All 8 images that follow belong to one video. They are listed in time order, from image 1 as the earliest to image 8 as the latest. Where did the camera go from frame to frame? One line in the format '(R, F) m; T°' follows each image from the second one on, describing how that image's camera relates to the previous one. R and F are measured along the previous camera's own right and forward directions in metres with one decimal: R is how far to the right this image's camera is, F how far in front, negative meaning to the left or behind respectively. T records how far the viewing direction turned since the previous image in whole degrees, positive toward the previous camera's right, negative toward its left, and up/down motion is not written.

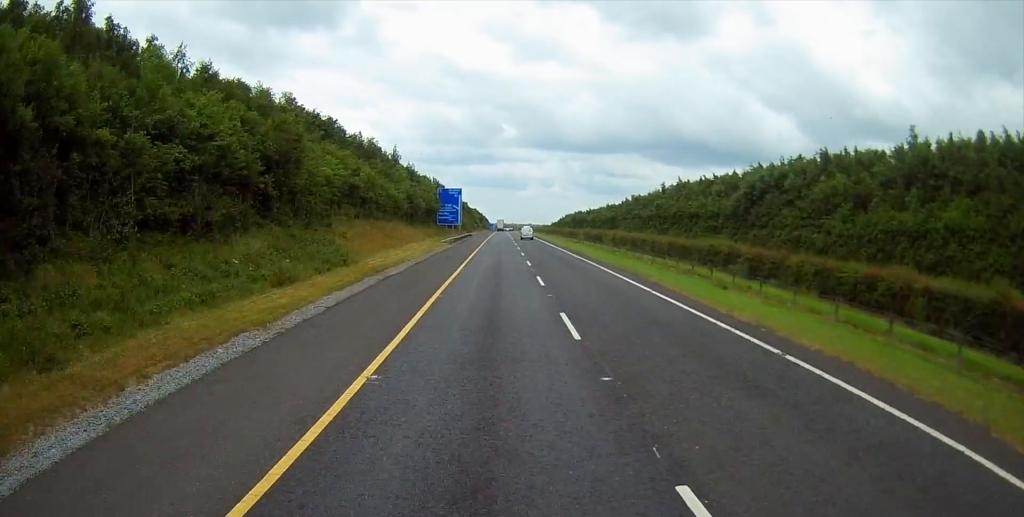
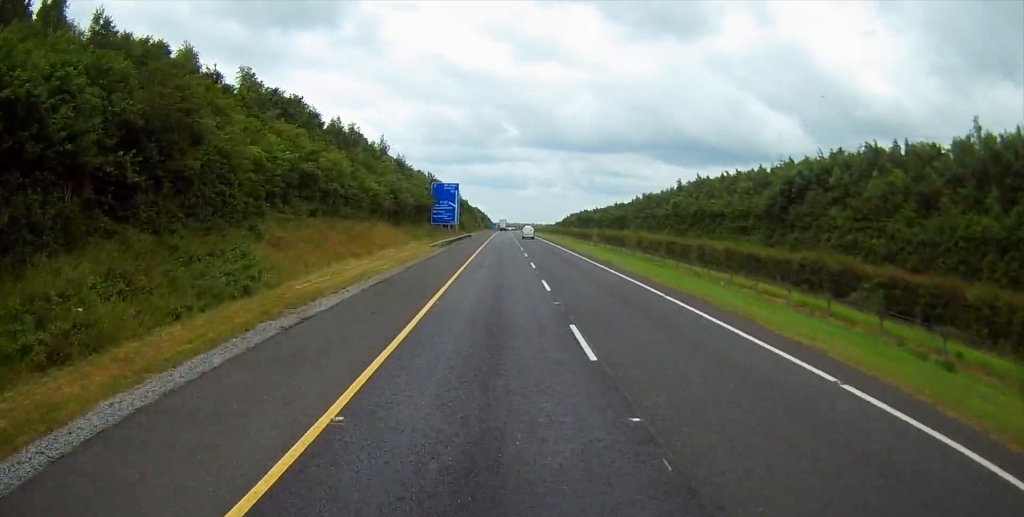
(-0.1, +13.9) m; 0°
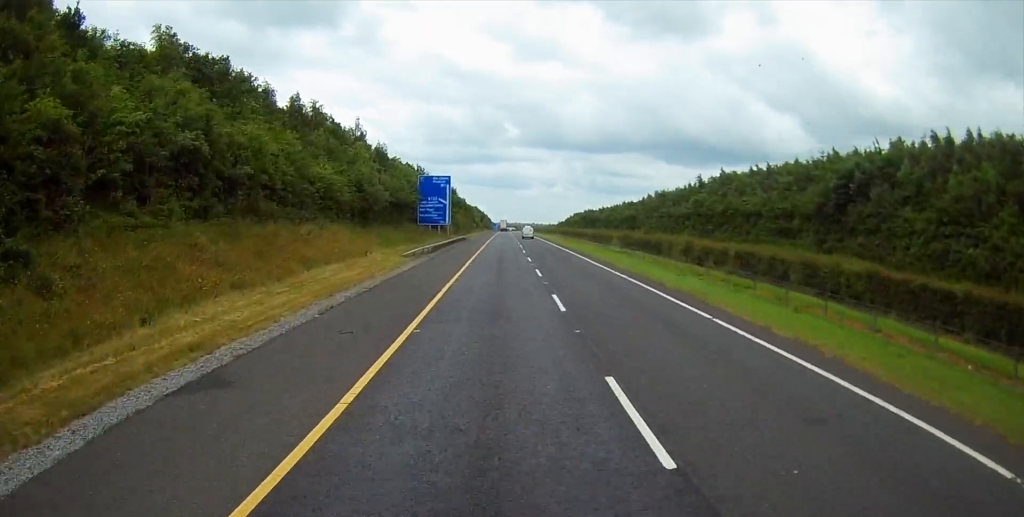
(+0.4, +17.0) m; 0°
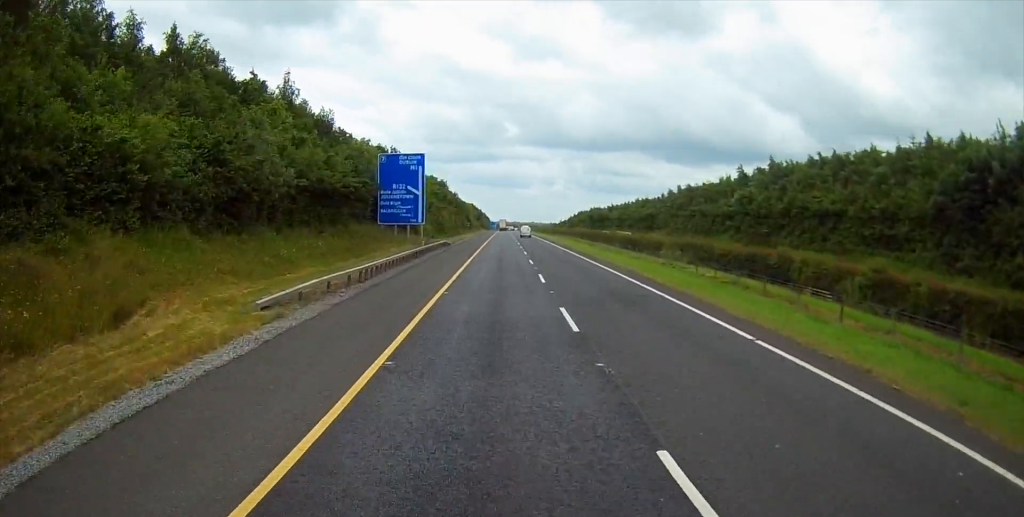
(-0.5, +27.0) m; 0°
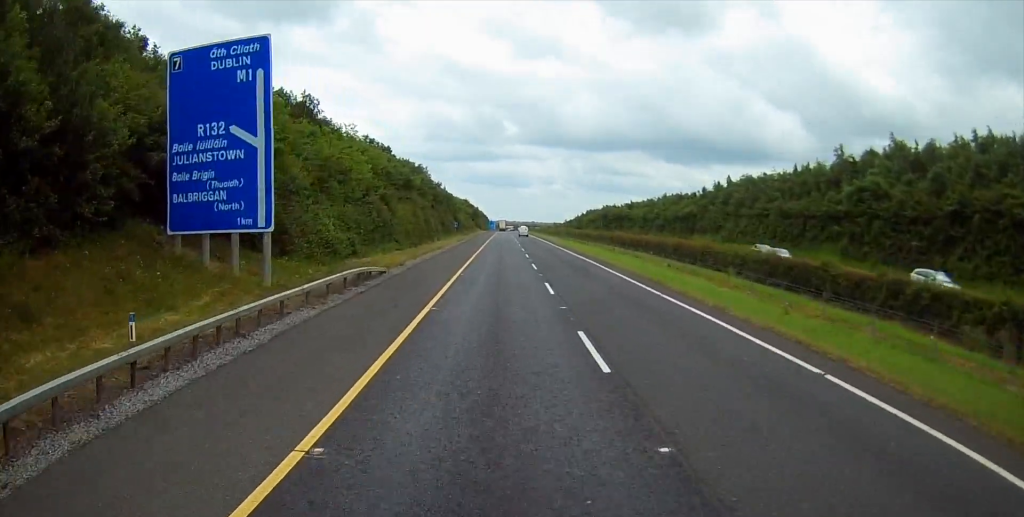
(+1.0, +39.5) m; 0°
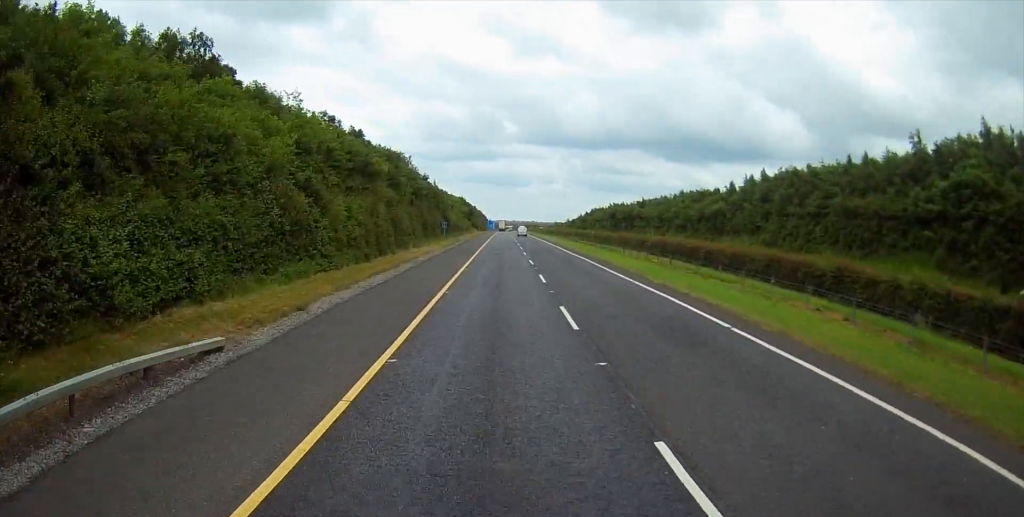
(-0.3, +19.4) m; 0°
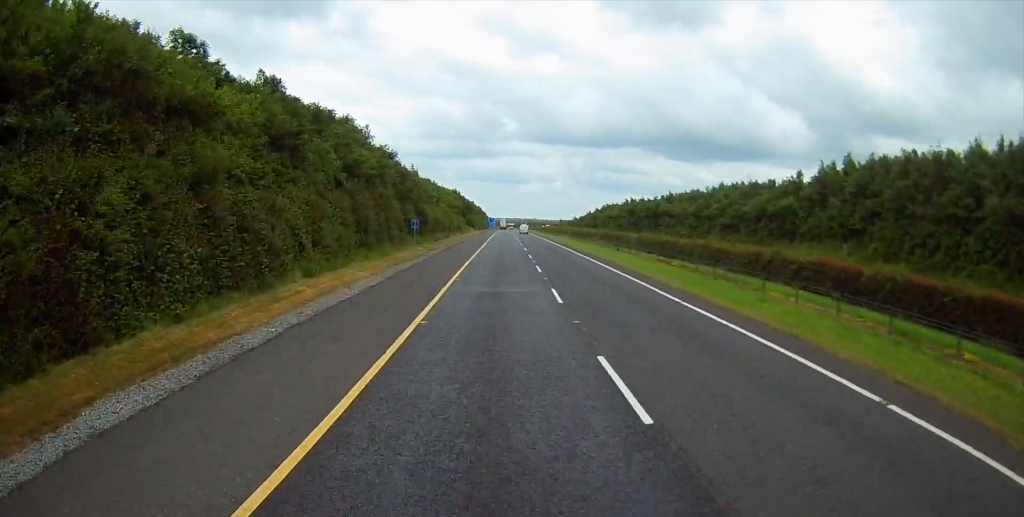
(+0.3, +31.0) m; 0°
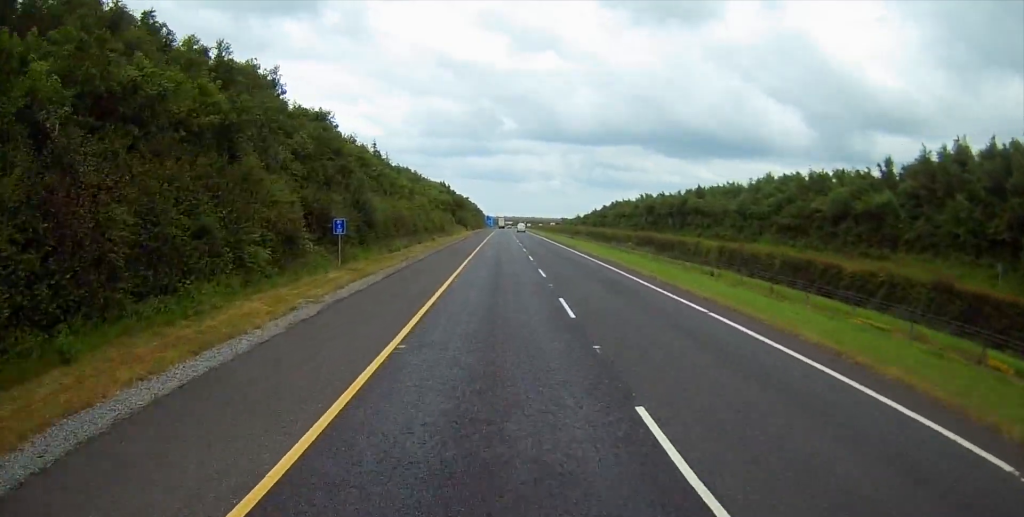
(-0.4, +27.1) m; 0°
